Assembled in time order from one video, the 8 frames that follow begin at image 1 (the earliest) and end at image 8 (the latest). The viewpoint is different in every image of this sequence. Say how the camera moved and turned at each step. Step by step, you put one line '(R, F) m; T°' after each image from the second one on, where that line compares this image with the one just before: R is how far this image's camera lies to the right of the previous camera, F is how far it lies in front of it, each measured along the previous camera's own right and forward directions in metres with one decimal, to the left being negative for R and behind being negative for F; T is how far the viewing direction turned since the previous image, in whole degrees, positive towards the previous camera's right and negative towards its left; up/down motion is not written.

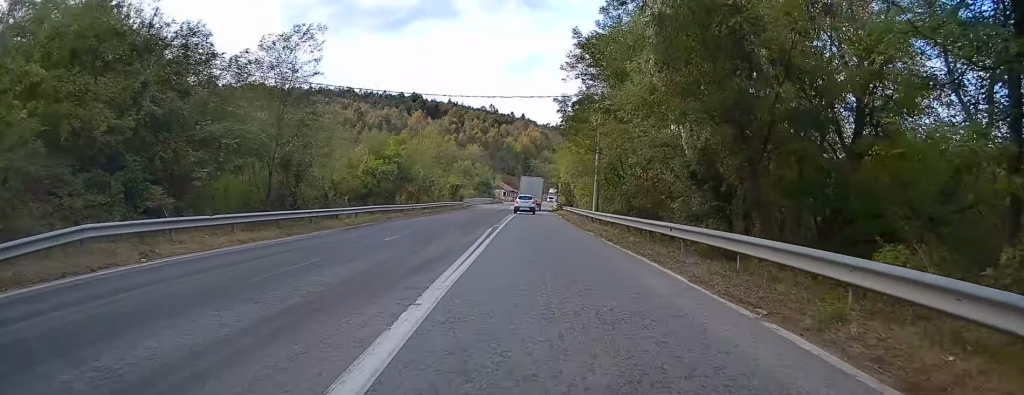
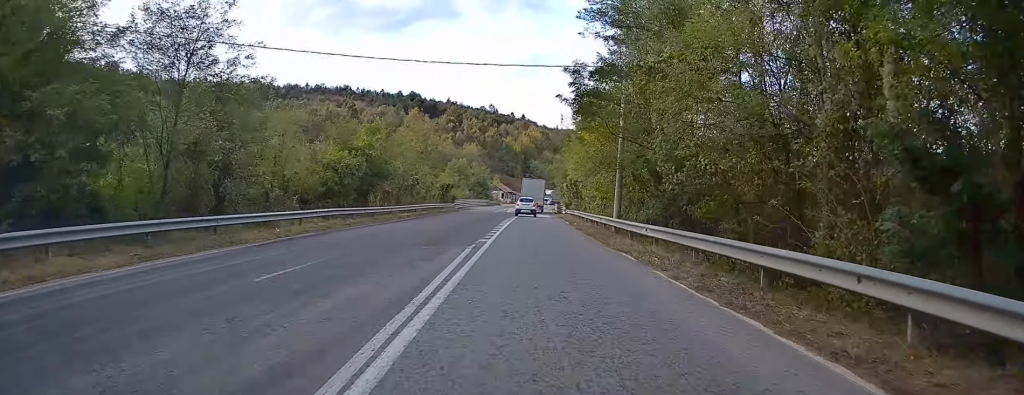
(0.0, +9.3) m; 0°
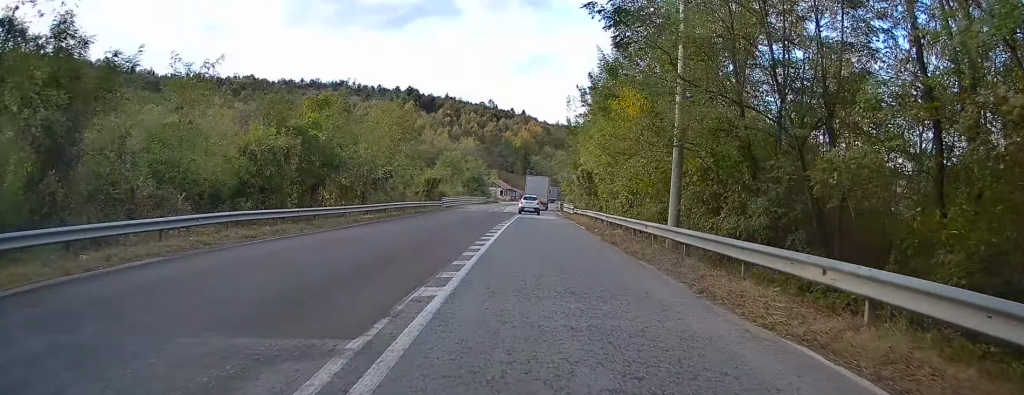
(0.0, +11.4) m; 0°
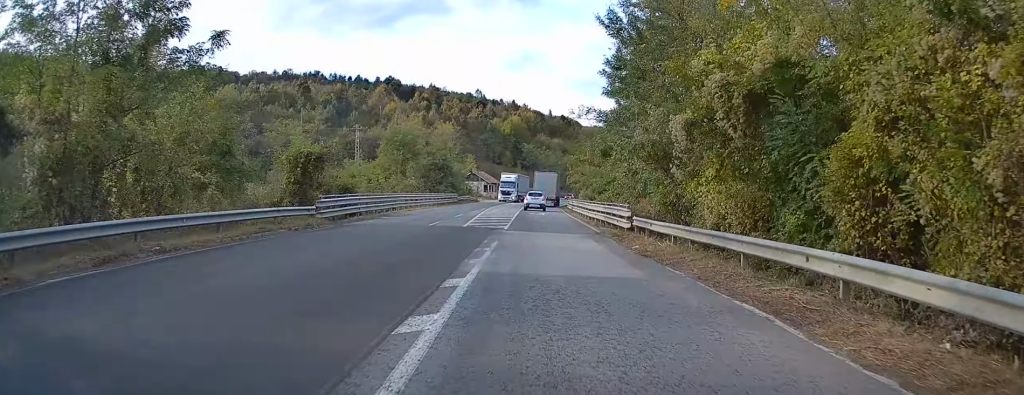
(0.0, +34.6) m; 0°
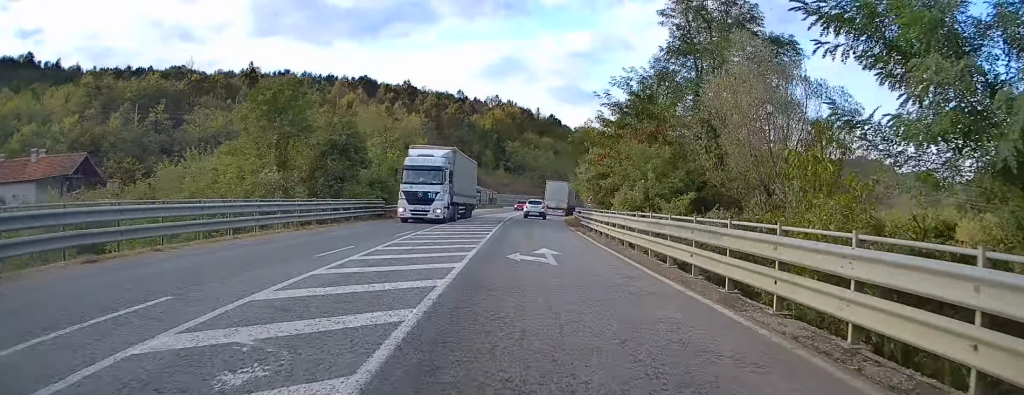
(+0.2, +30.5) m; +1°
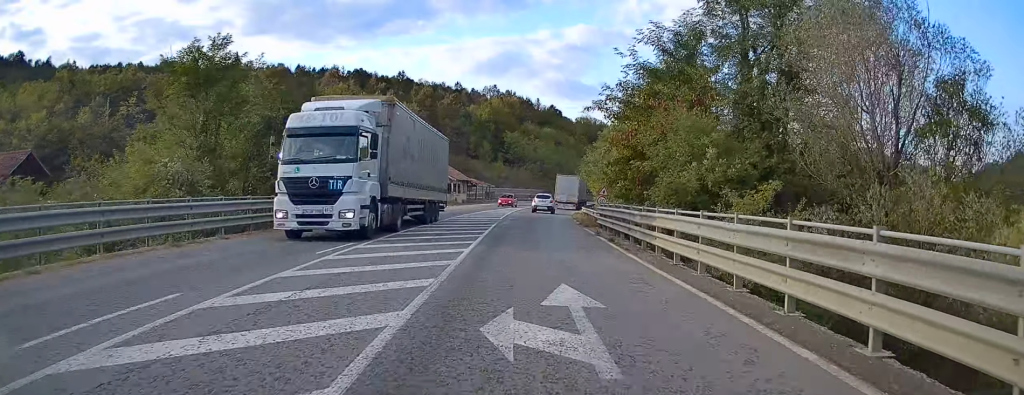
(0.0, +8.6) m; 0°
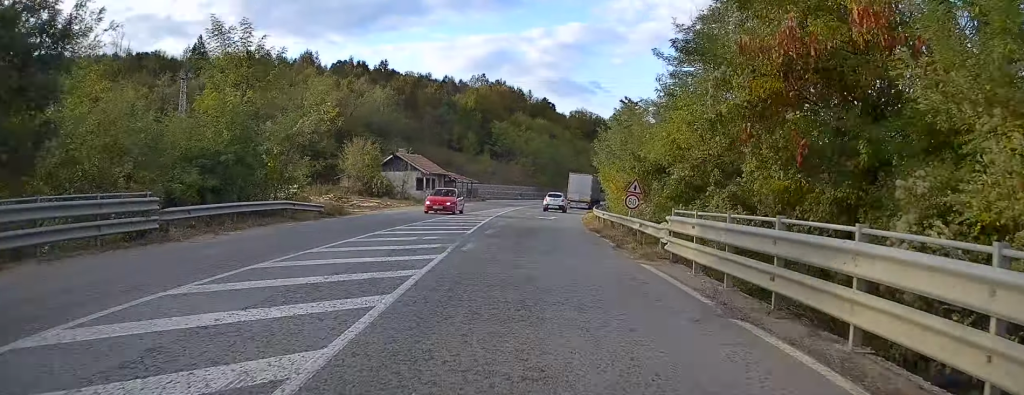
(0.0, +15.8) m; 0°
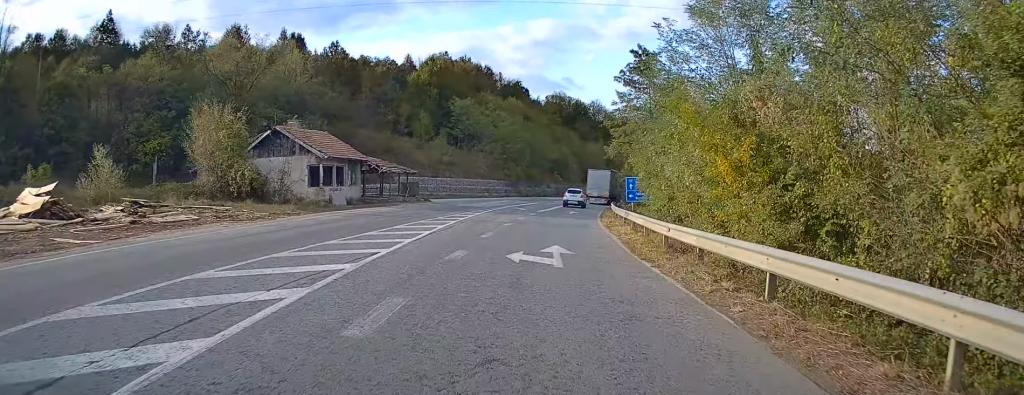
(+0.3, +27.3) m; +2°
